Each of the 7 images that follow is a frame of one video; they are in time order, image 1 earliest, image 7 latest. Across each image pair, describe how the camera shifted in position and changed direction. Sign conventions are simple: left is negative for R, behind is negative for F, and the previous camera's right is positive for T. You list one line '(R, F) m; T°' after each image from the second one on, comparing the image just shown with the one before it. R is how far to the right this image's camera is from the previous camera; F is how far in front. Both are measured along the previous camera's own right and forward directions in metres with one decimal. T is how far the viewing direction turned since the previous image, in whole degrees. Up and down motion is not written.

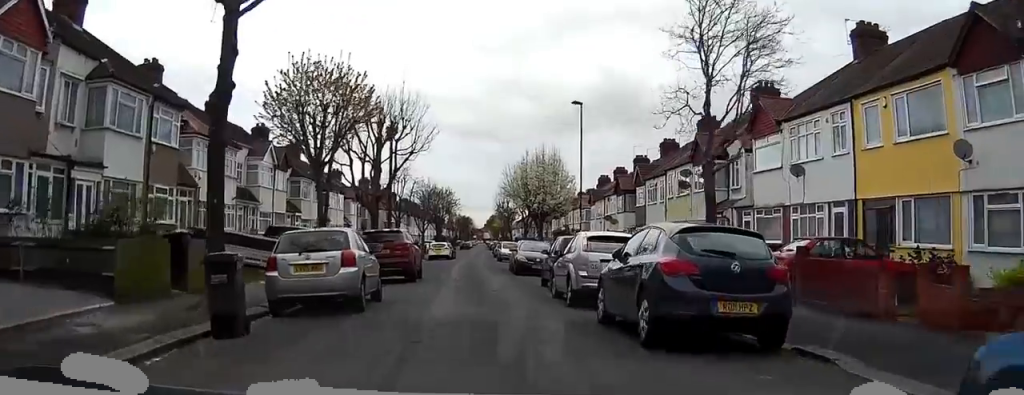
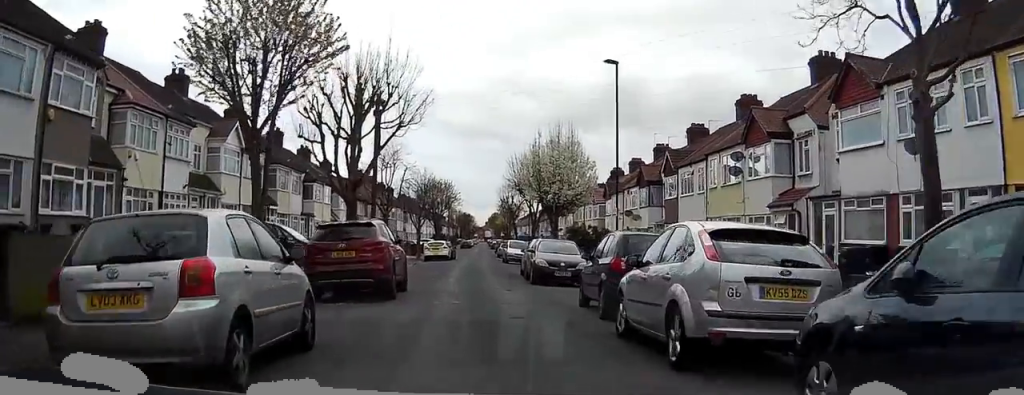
(+0.1, +7.3) m; +2°
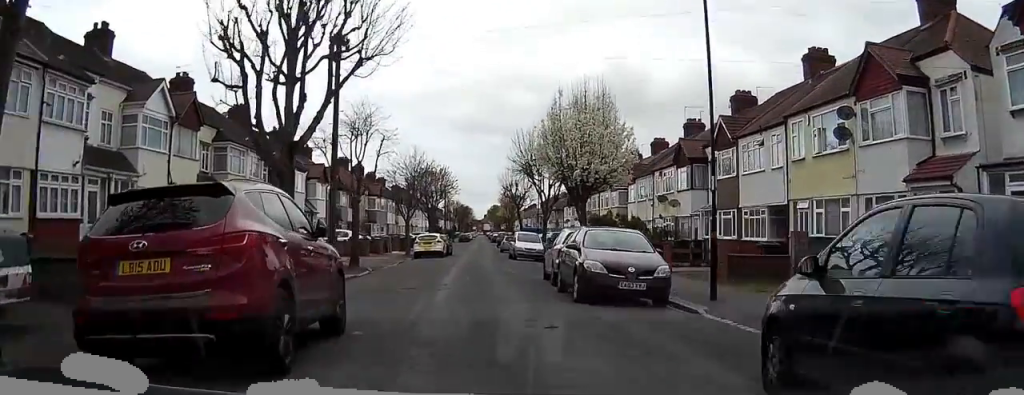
(+0.2, +9.9) m; 0°
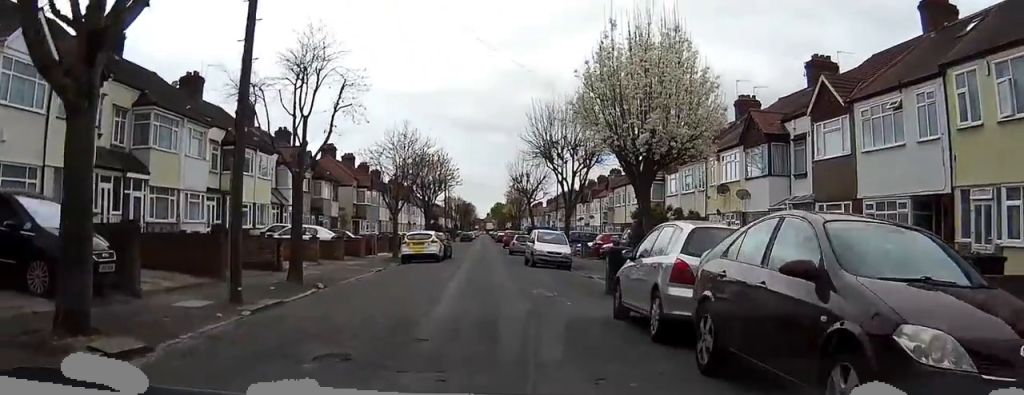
(-0.1, +10.2) m; -1°
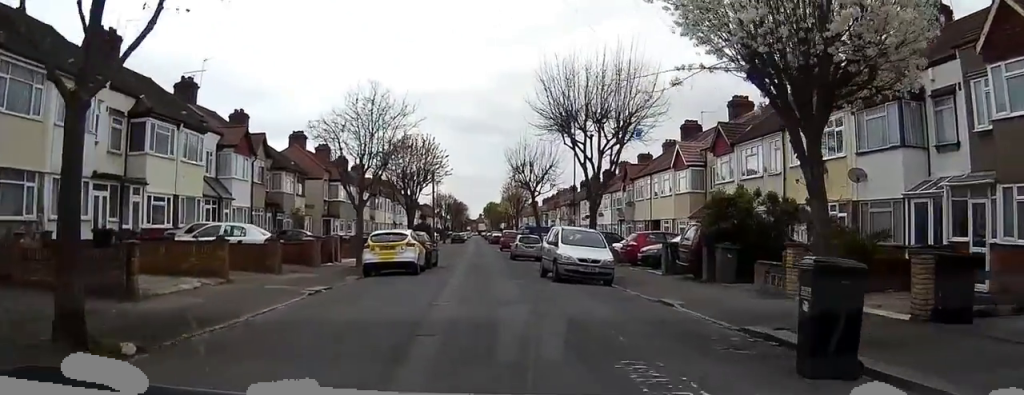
(-0.1, +10.5) m; -1°
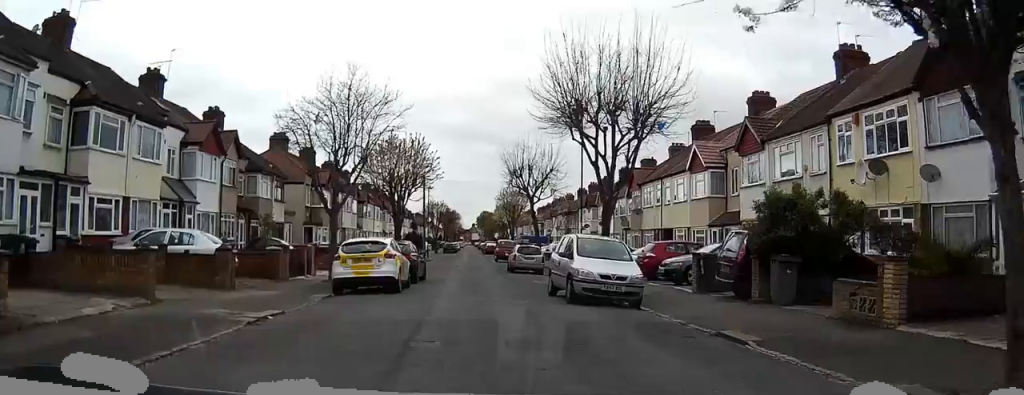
(0.0, +4.3) m; 0°
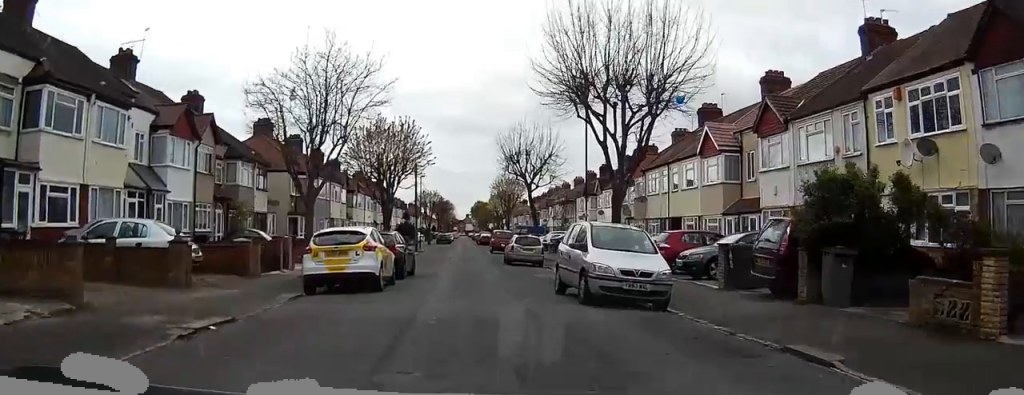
(0.0, +2.9) m; +1°
